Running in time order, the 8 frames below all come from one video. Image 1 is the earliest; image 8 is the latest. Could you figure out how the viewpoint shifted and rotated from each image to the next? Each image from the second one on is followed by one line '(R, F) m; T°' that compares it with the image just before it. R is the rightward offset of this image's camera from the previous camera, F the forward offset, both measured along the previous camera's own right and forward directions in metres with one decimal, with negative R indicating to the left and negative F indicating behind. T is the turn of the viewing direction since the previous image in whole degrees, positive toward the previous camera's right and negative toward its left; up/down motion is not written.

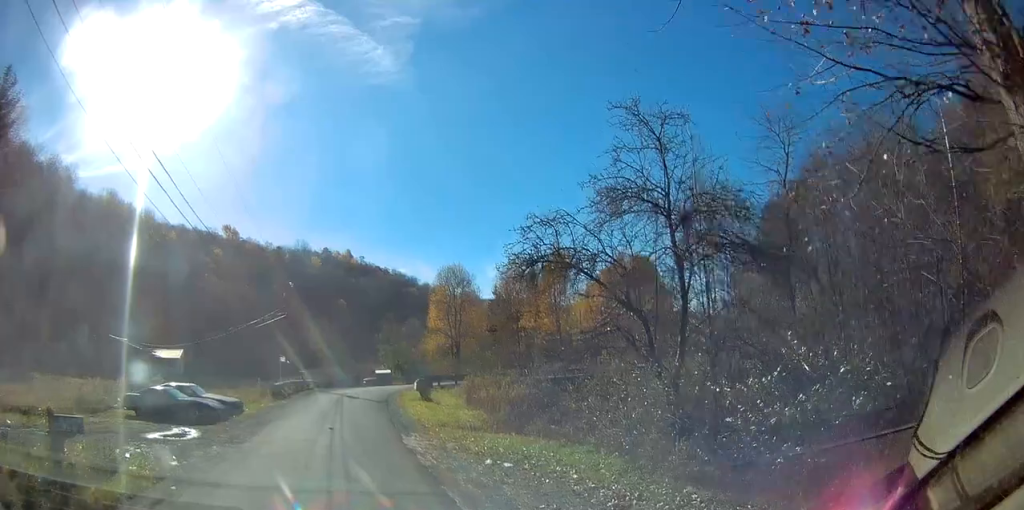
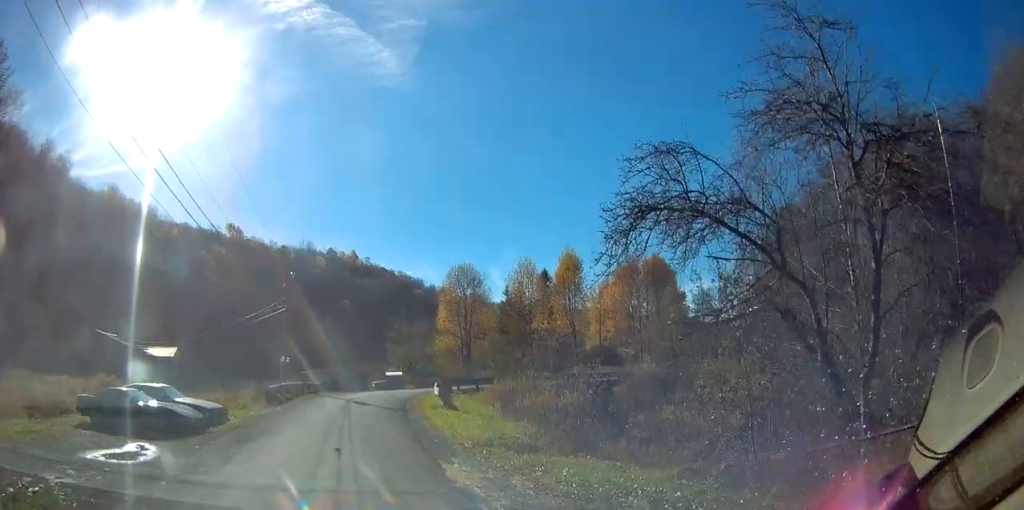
(0.0, +5.1) m; 0°
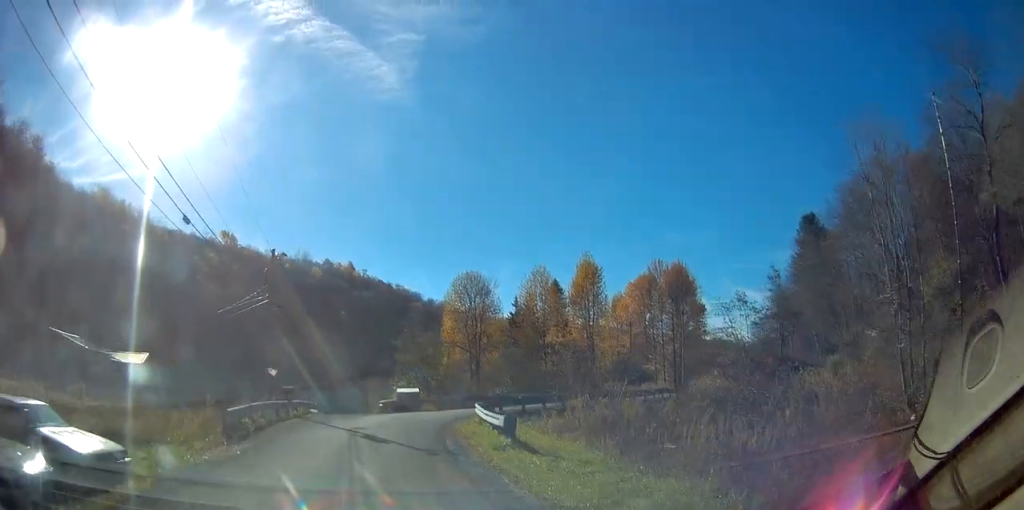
(0.0, +10.7) m; 0°
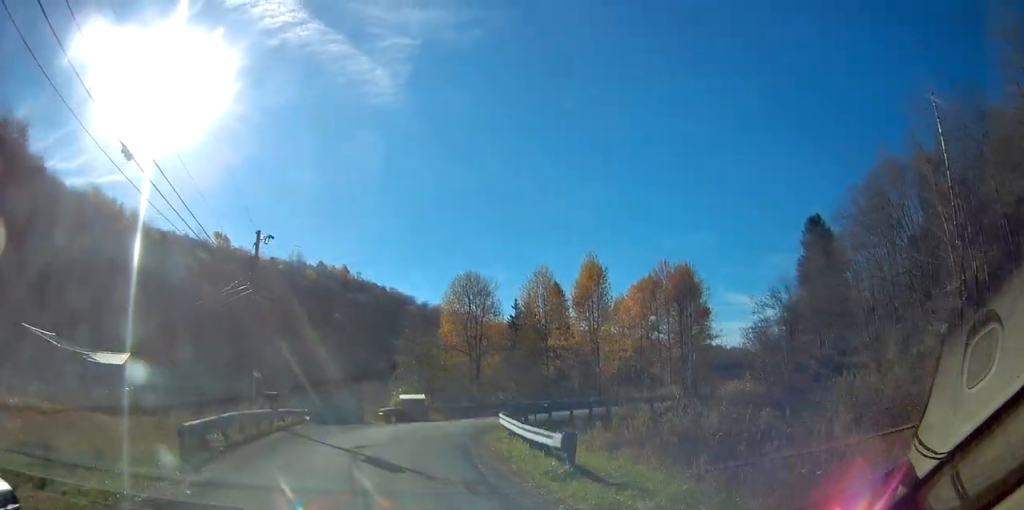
(0.0, +4.6) m; +1°
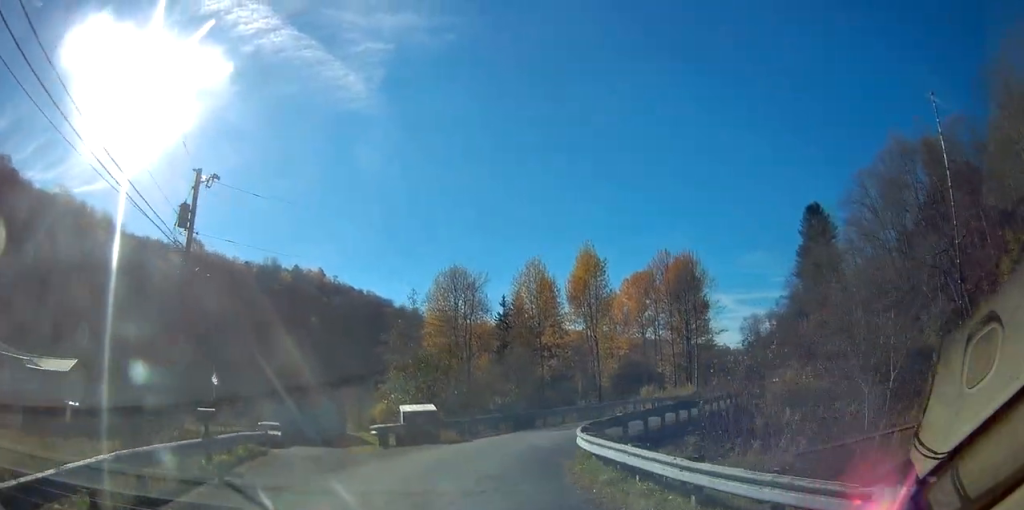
(+0.2, +9.2) m; +3°
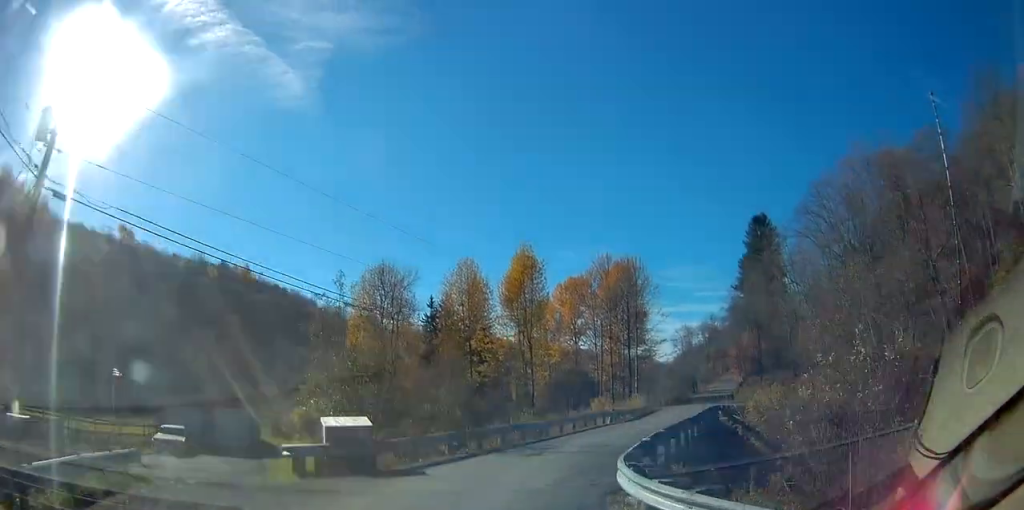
(+0.1, +6.5) m; +4°
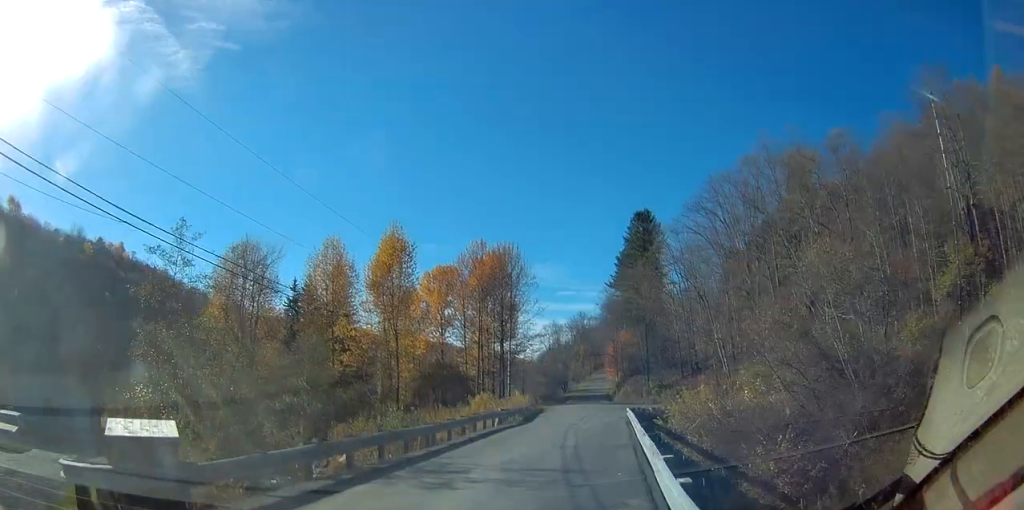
(+0.4, +6.6) m; +12°
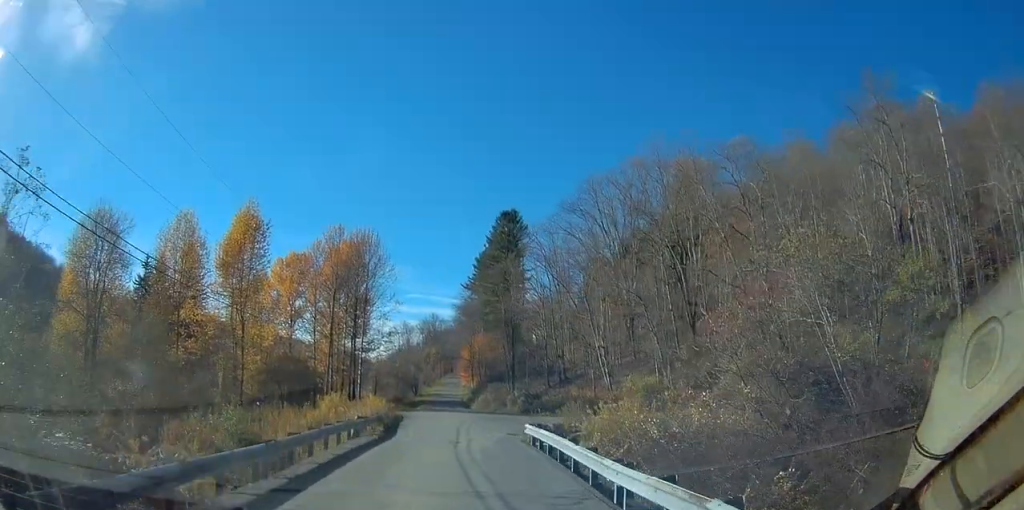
(+1.3, +7.1) m; +17°
